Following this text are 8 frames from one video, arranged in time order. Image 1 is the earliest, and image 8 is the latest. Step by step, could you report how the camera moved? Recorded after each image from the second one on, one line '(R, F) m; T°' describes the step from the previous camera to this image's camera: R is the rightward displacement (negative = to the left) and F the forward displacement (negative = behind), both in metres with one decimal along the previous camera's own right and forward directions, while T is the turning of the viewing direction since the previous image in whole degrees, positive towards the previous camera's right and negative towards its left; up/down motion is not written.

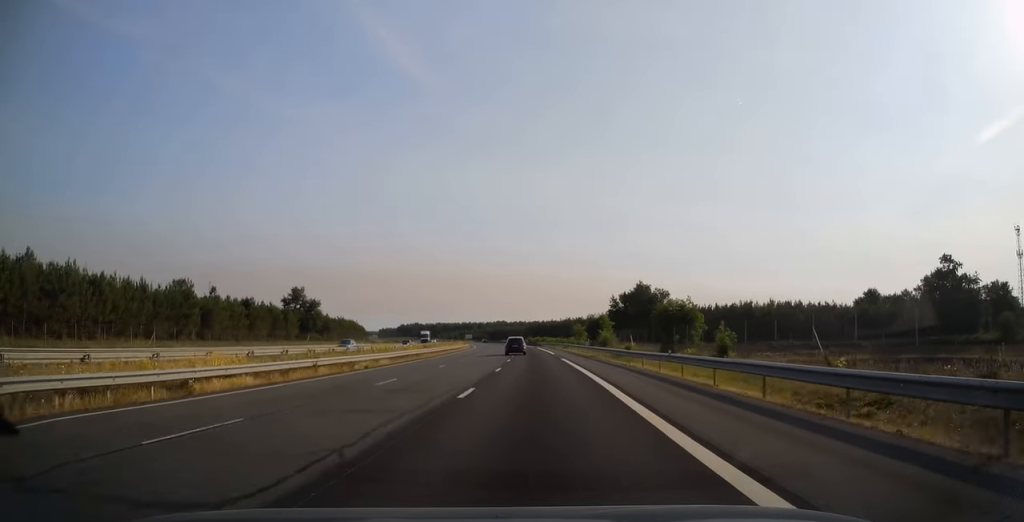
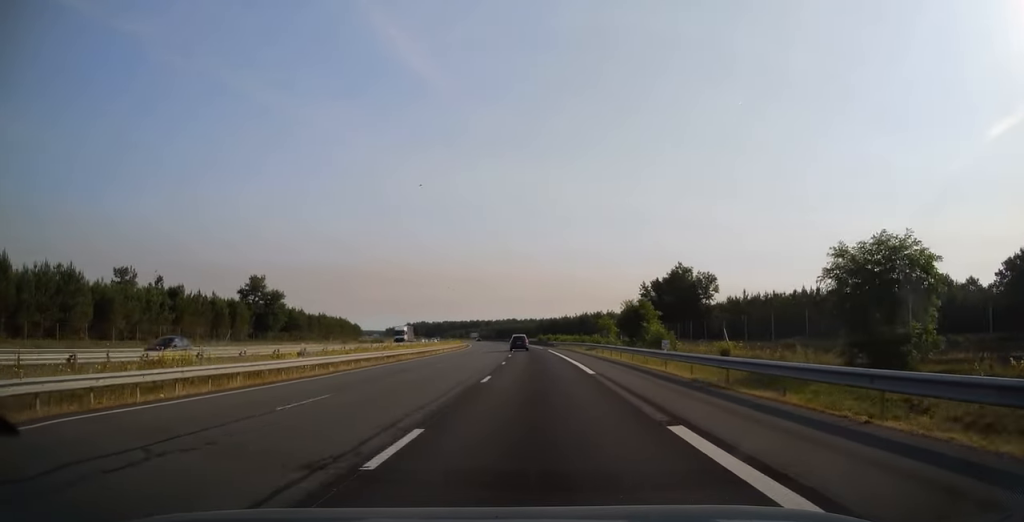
(-0.5, +33.0) m; -1°
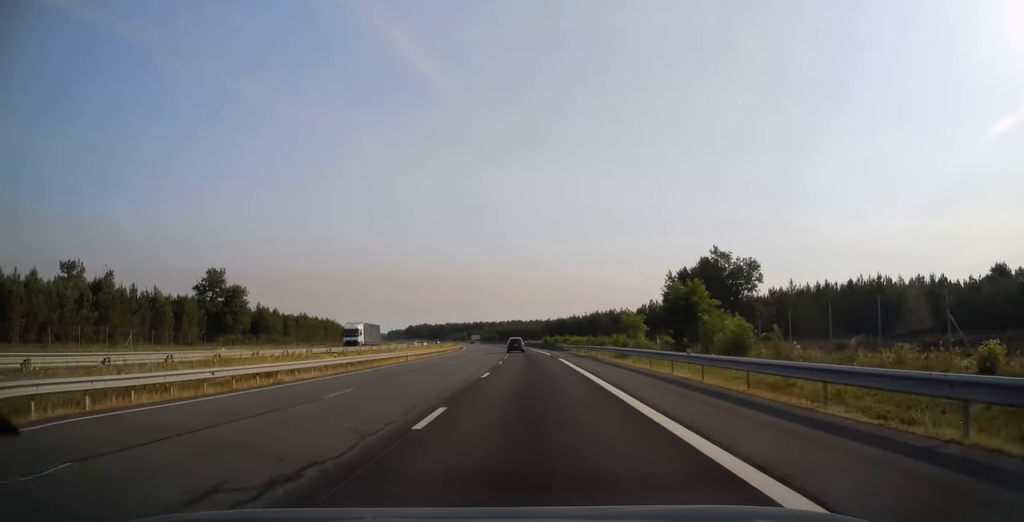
(-0.1, +22.2) m; -1°
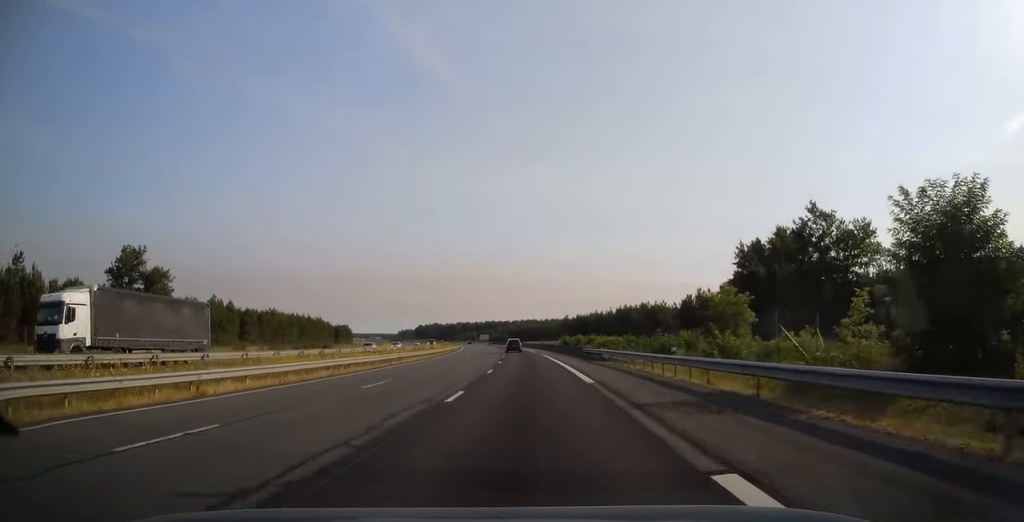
(-0.4, +33.0) m; -2°
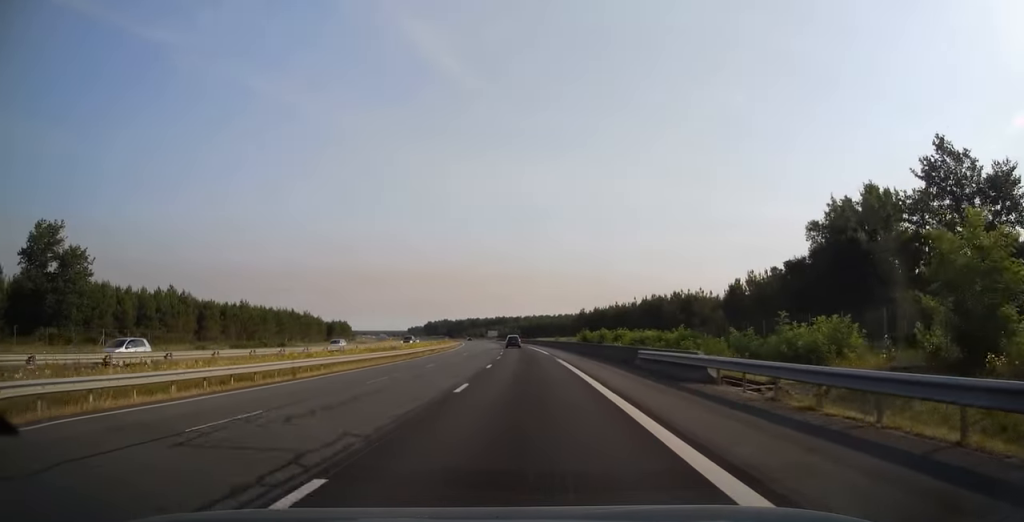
(-0.2, +23.2) m; -1°
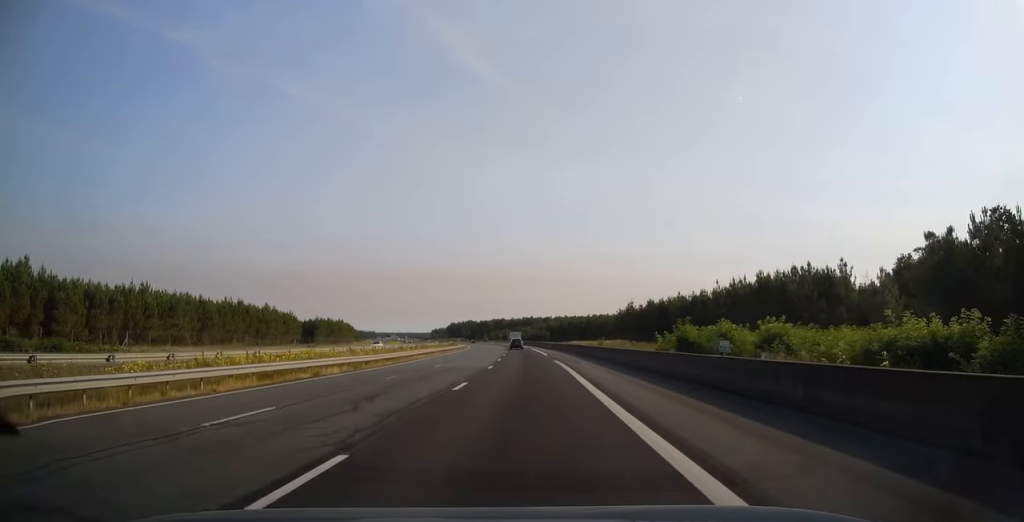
(-1.1, +48.8) m; -2°
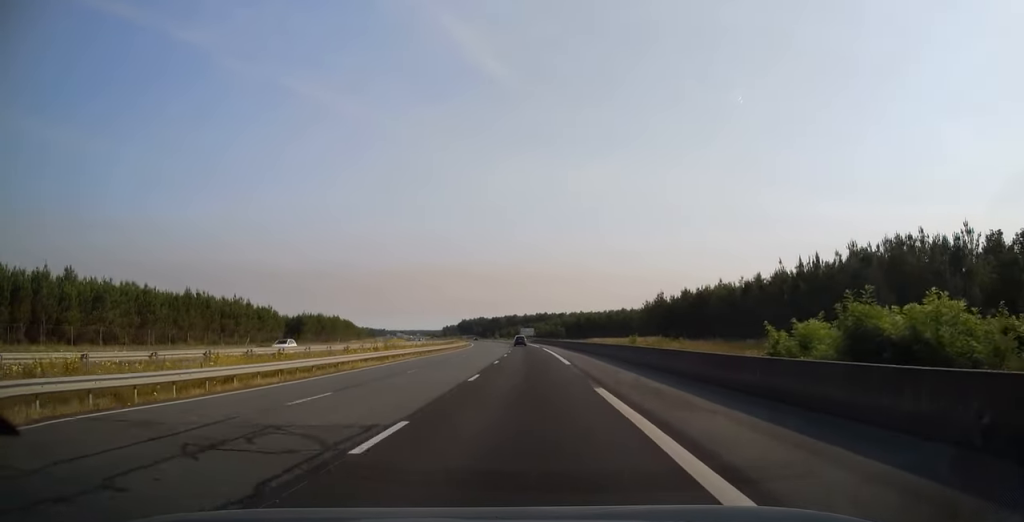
(-0.2, +22.1) m; -1°
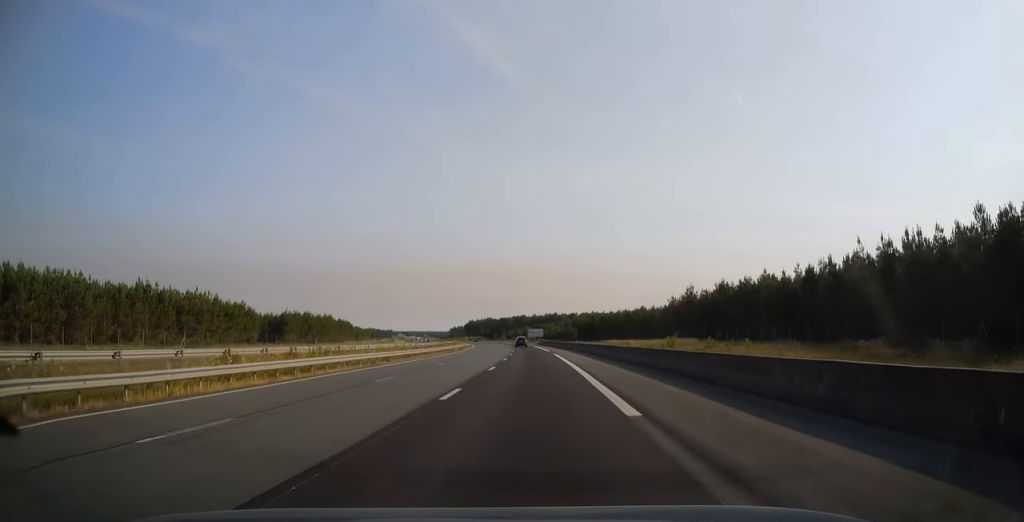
(-0.1, +18.7) m; -1°
